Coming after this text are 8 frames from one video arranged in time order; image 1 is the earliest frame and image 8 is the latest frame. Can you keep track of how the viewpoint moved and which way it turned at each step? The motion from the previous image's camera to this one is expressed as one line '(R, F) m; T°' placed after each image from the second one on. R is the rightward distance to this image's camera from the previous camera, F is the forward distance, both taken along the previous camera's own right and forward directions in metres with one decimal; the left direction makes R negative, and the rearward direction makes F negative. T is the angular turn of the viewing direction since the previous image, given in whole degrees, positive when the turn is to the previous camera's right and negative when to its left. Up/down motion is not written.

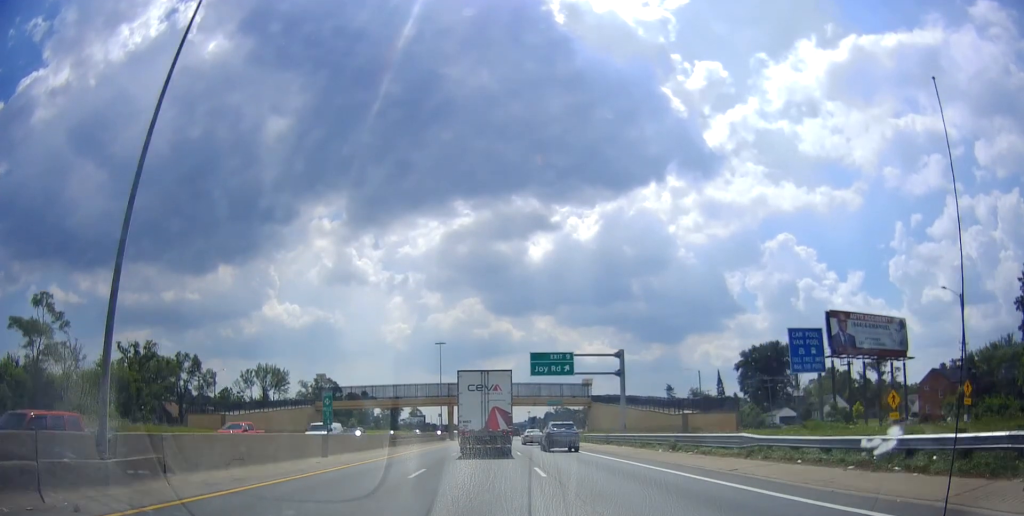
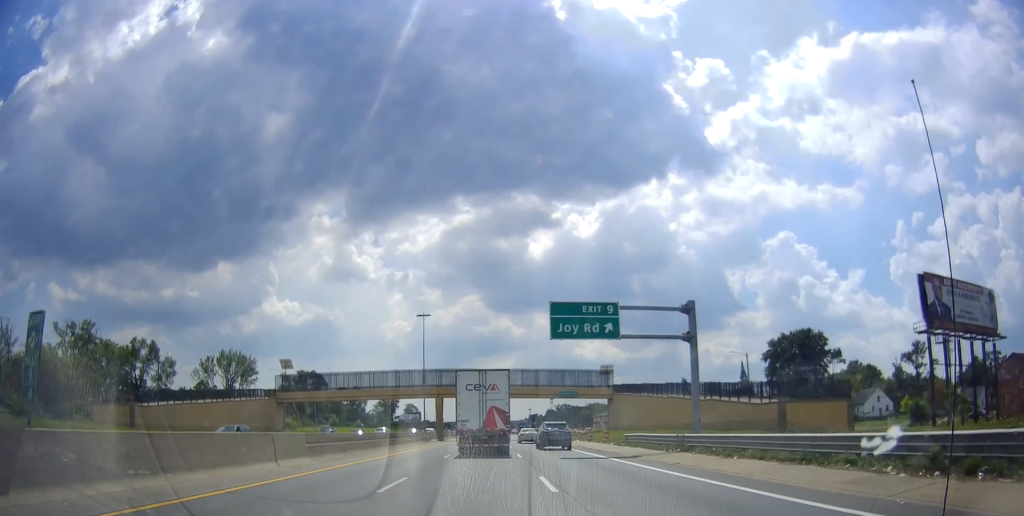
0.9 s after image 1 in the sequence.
(0.0, +19.3) m; 0°
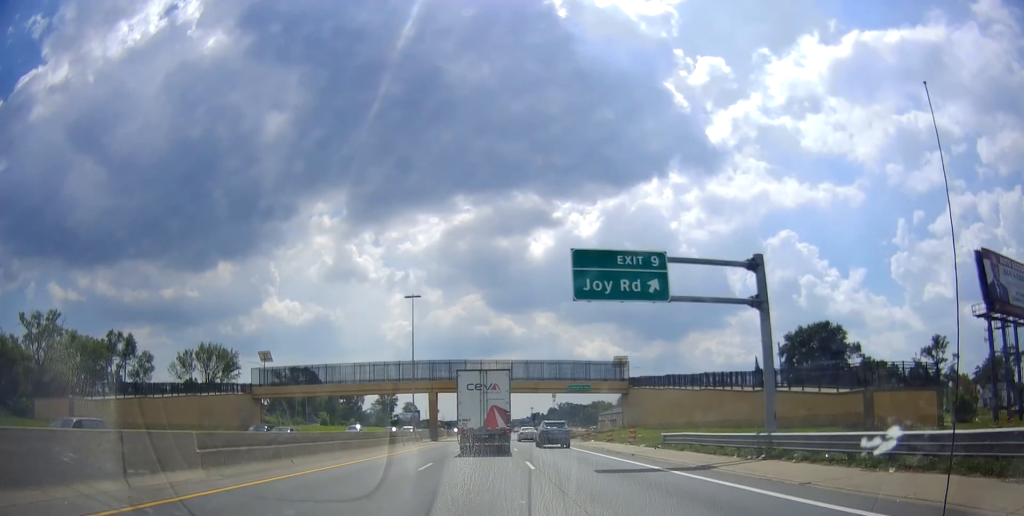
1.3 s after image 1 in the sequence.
(0.0, +9.2) m; 0°
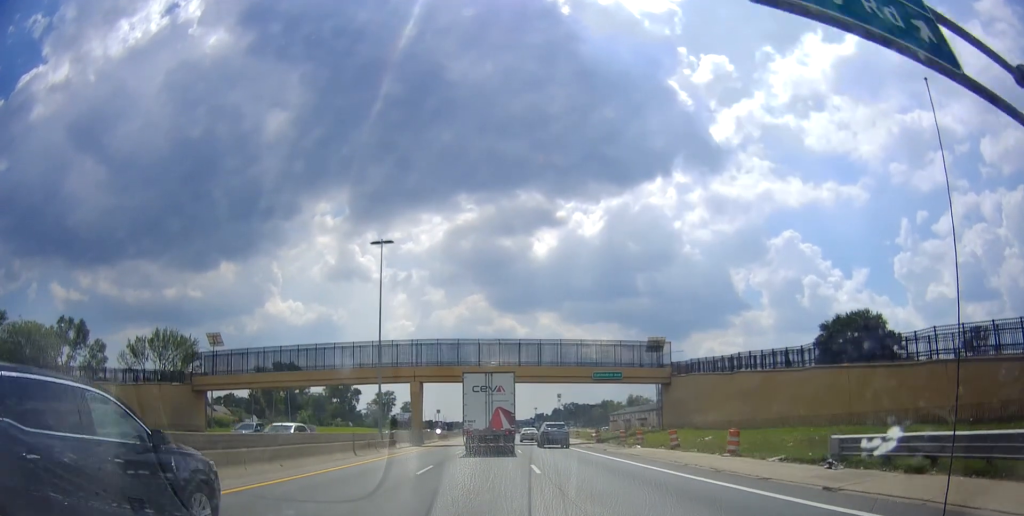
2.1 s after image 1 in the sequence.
(0.0, +17.0) m; 0°
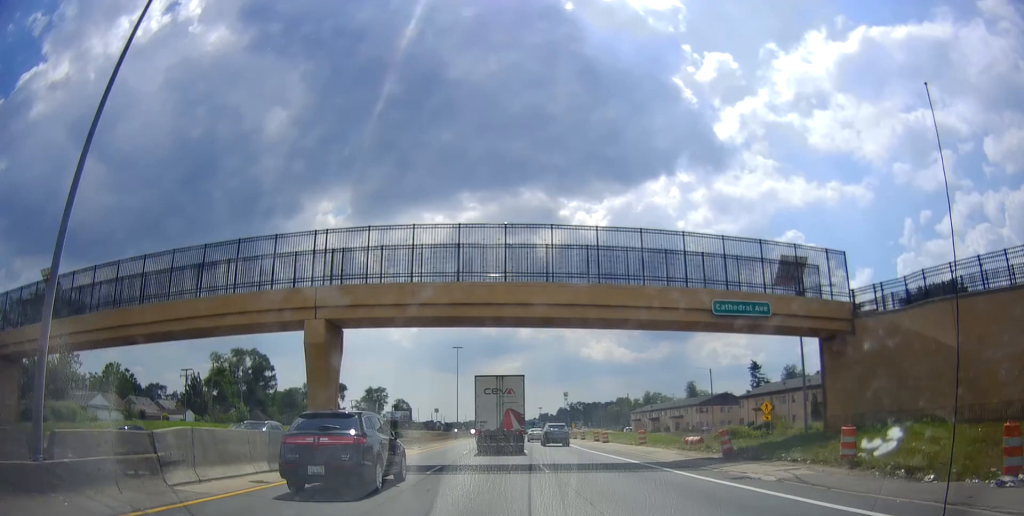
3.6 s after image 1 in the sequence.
(0.0, +30.2) m; 0°
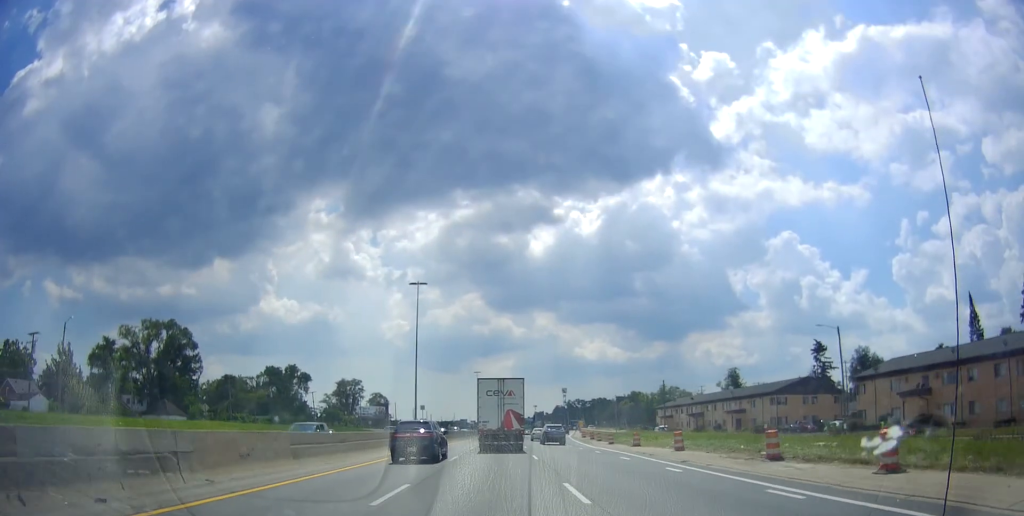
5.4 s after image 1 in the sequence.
(0.0, +38.1) m; 0°
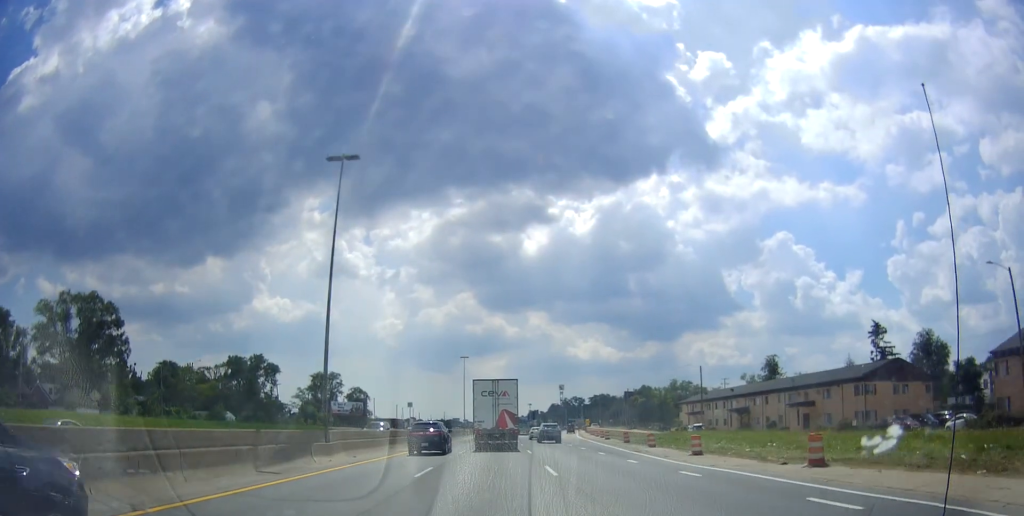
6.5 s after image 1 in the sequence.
(0.0, +24.4) m; 0°
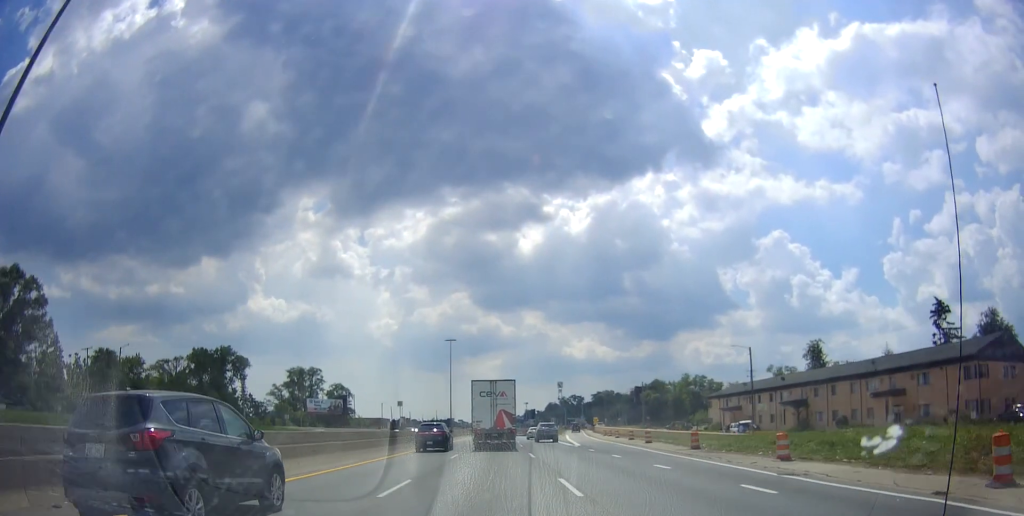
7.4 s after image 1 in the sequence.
(0.0, +19.8) m; 0°
